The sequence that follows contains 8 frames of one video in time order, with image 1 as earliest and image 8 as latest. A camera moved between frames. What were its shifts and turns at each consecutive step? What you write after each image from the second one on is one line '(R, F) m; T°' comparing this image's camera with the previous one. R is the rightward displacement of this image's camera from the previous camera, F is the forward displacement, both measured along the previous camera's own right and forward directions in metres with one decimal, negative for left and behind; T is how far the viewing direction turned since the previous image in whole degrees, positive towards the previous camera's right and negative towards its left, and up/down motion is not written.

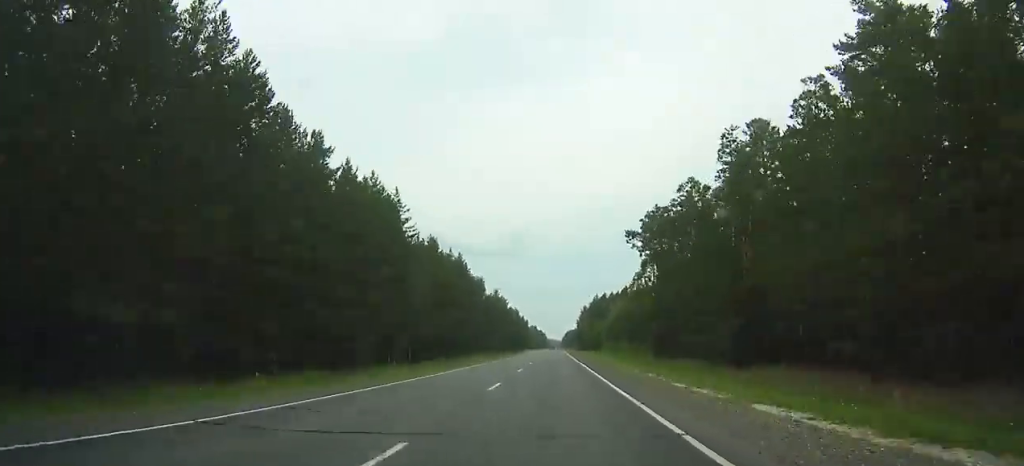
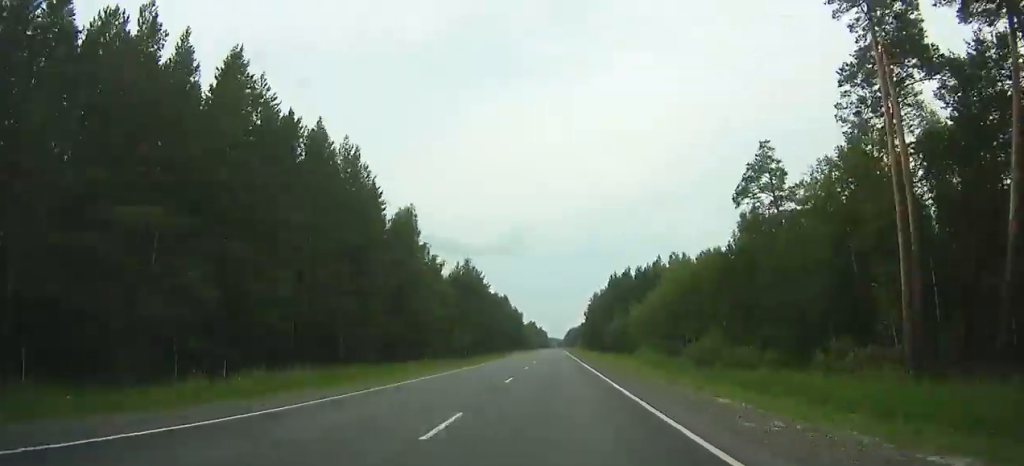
(-0.2, +66.4) m; -2°
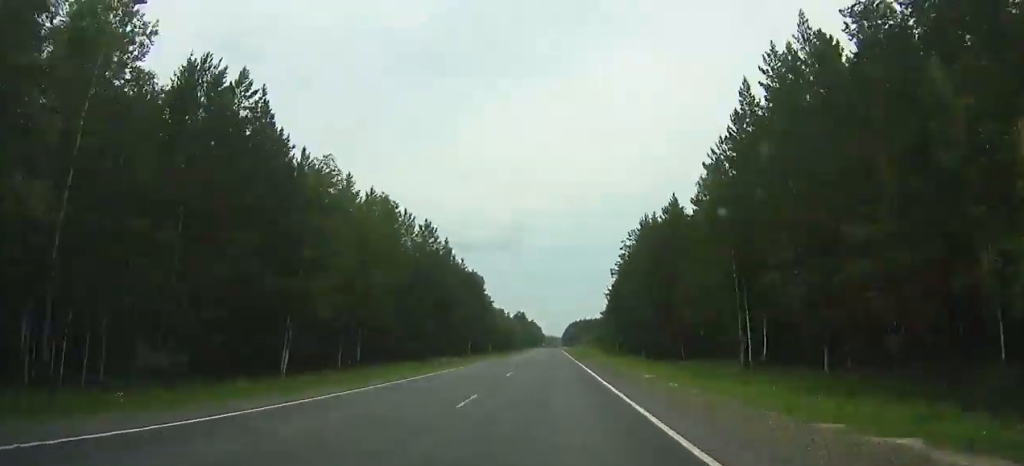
(-4.1, +121.2) m; +1°
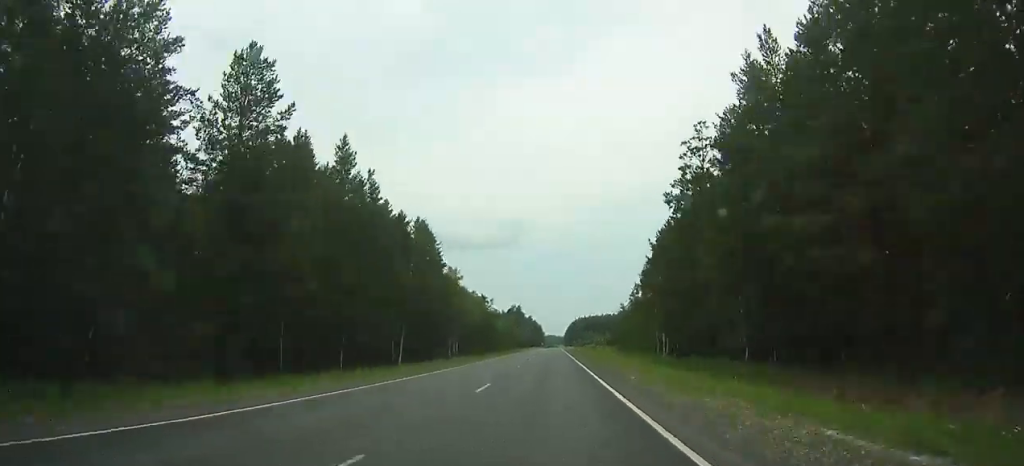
(+4.1, +58.7) m; +1°
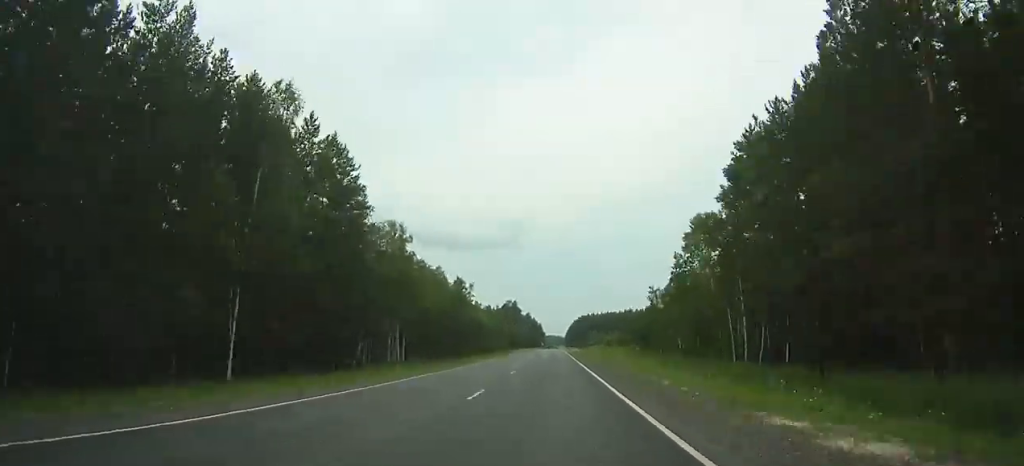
(+1.9, +41.6) m; +1°
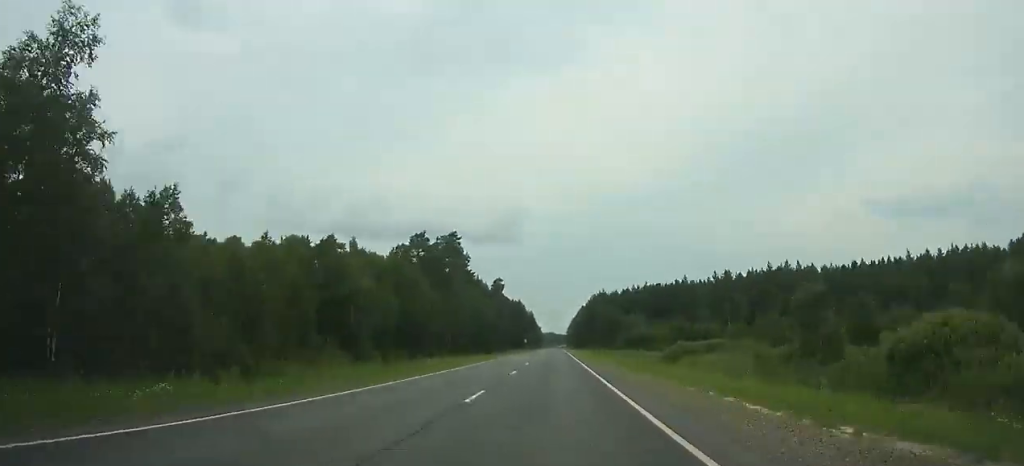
(-5.8, +177.1) m; -2°
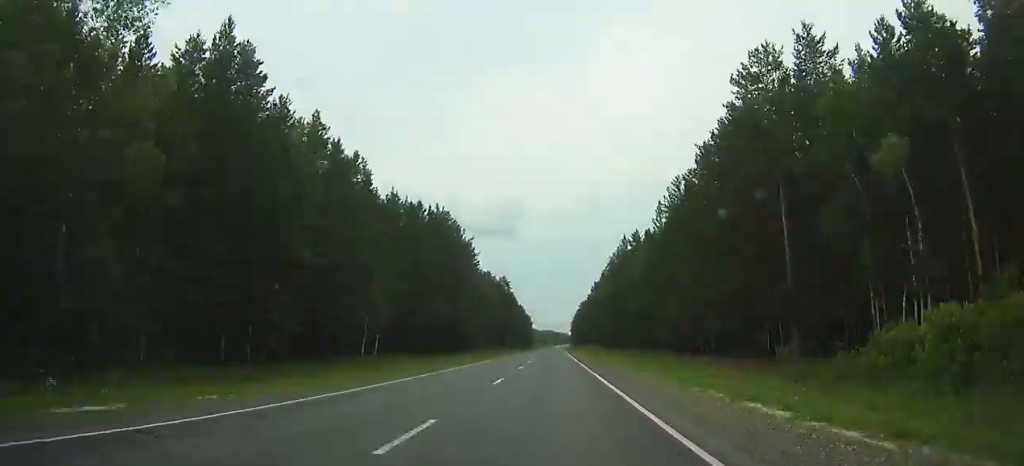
(-0.1, +184.5) m; 0°
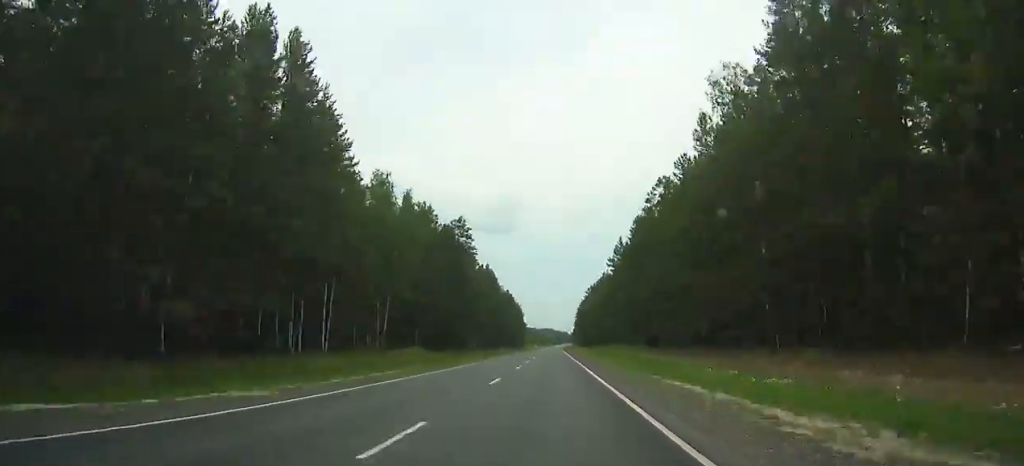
(+0.1, +86.2) m; 0°
